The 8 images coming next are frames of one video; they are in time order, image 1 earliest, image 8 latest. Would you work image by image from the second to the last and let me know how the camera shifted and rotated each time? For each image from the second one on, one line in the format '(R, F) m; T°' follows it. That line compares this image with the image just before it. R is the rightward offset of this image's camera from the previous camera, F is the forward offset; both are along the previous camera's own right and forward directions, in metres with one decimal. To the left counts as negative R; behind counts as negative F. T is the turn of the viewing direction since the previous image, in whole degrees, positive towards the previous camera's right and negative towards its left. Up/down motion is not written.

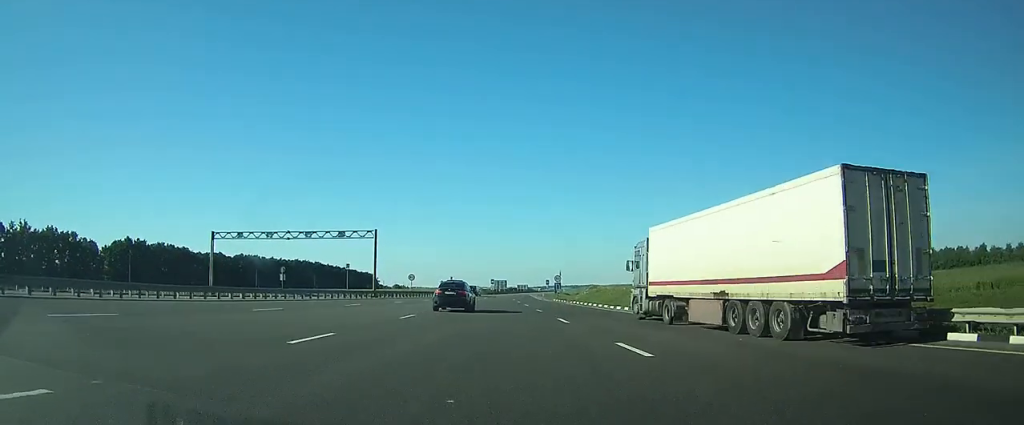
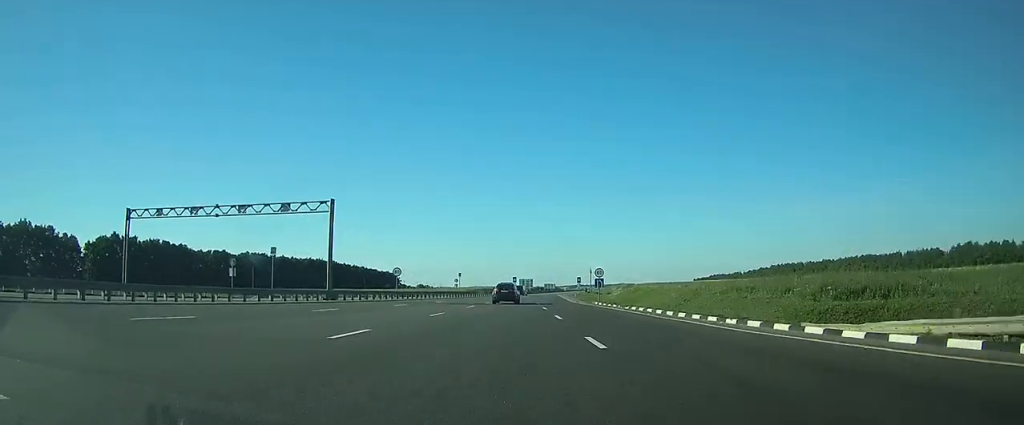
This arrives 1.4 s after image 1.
(-0.3, +22.9) m; -1°
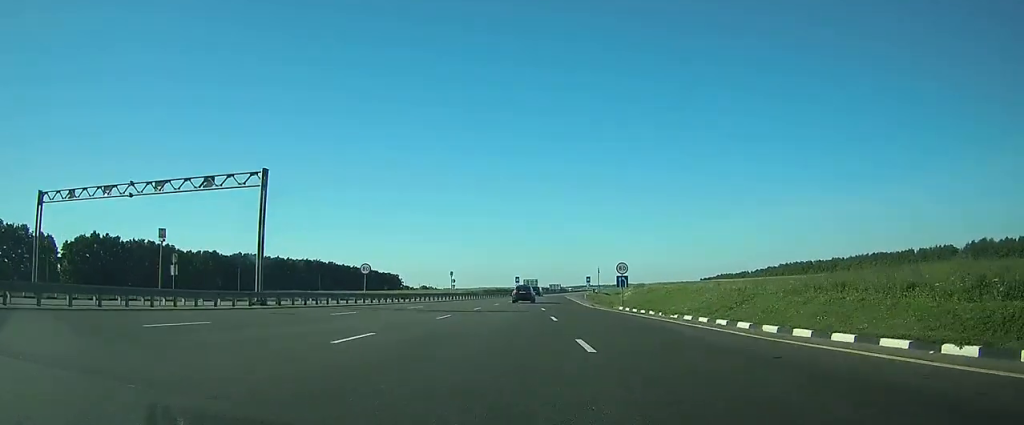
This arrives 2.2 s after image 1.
(+0.1, +13.2) m; -1°
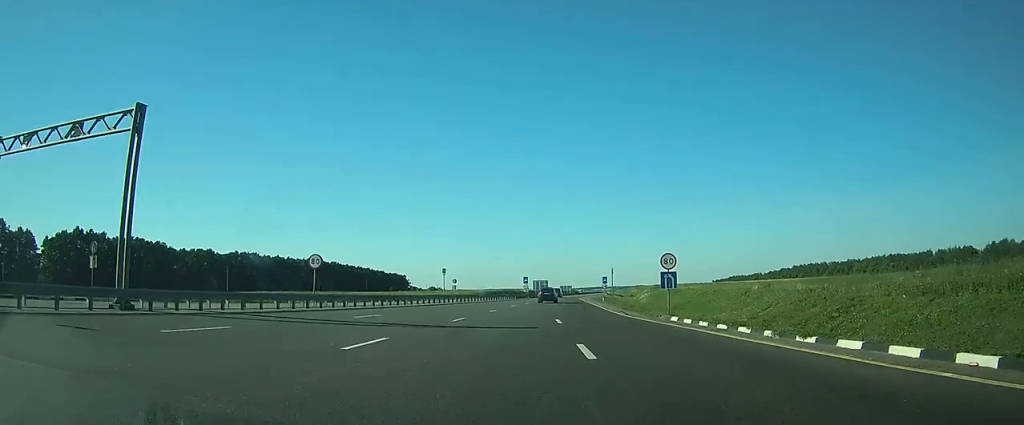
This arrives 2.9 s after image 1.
(-0.2, +13.5) m; -1°
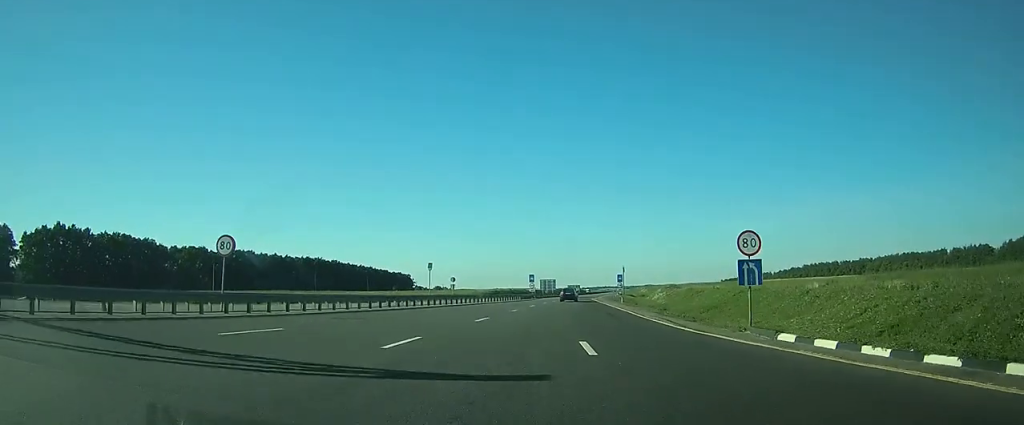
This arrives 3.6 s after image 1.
(-0.1, +11.9) m; -1°
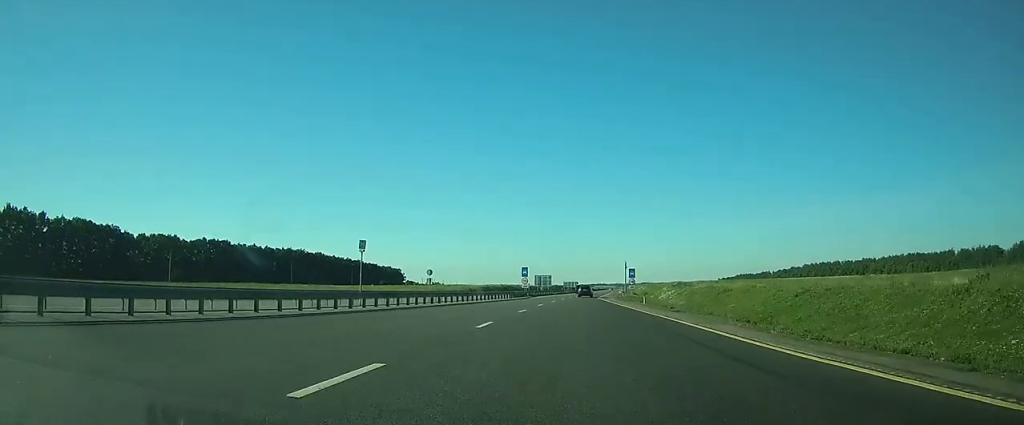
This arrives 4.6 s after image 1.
(-0.2, +18.7) m; 0°
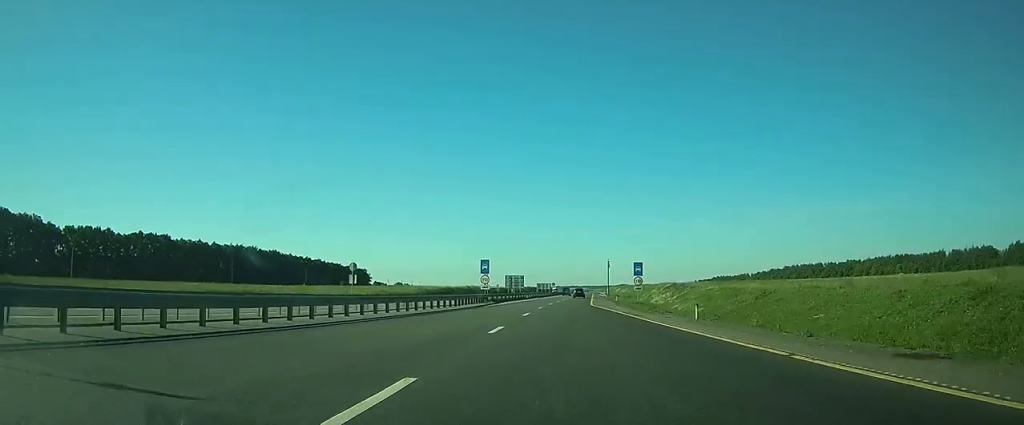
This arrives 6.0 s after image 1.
(+0.1, +25.6) m; +1°
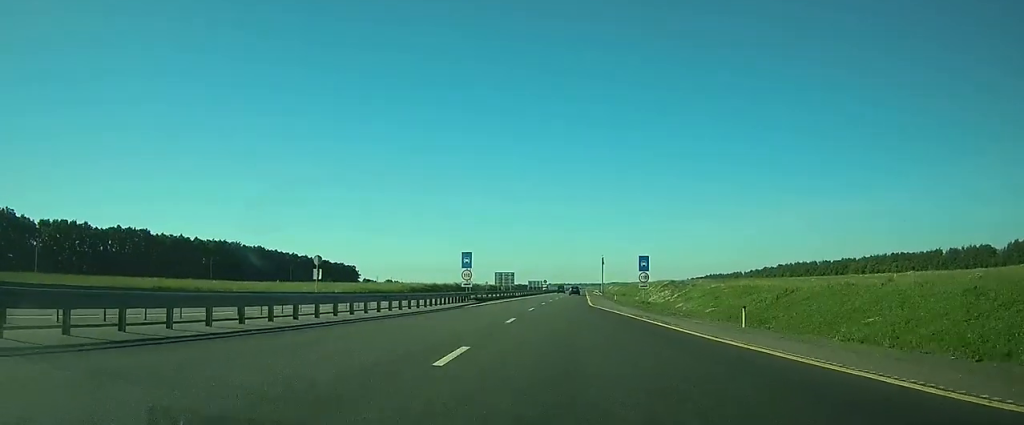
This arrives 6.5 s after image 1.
(0.0, +8.0) m; +1°
